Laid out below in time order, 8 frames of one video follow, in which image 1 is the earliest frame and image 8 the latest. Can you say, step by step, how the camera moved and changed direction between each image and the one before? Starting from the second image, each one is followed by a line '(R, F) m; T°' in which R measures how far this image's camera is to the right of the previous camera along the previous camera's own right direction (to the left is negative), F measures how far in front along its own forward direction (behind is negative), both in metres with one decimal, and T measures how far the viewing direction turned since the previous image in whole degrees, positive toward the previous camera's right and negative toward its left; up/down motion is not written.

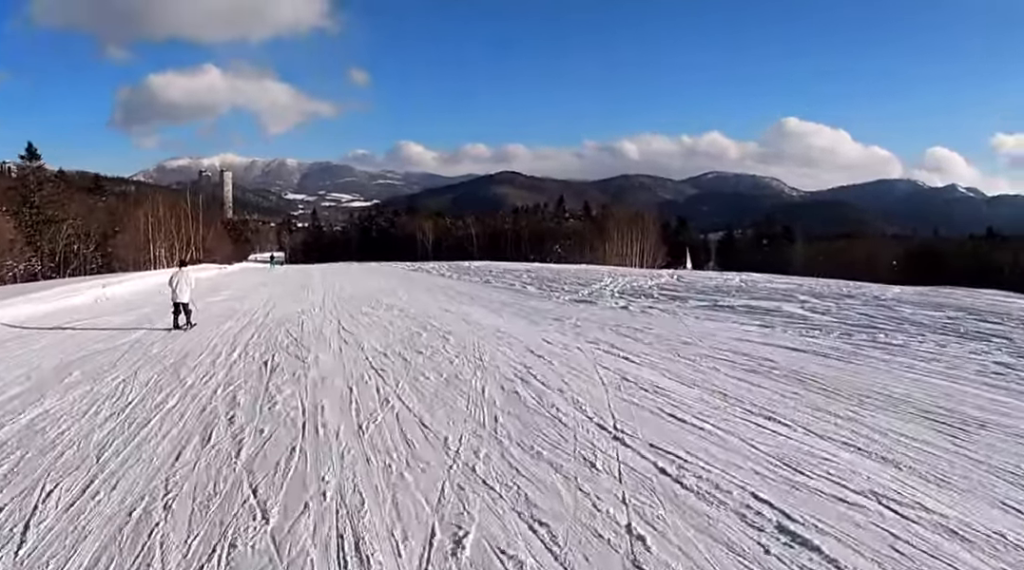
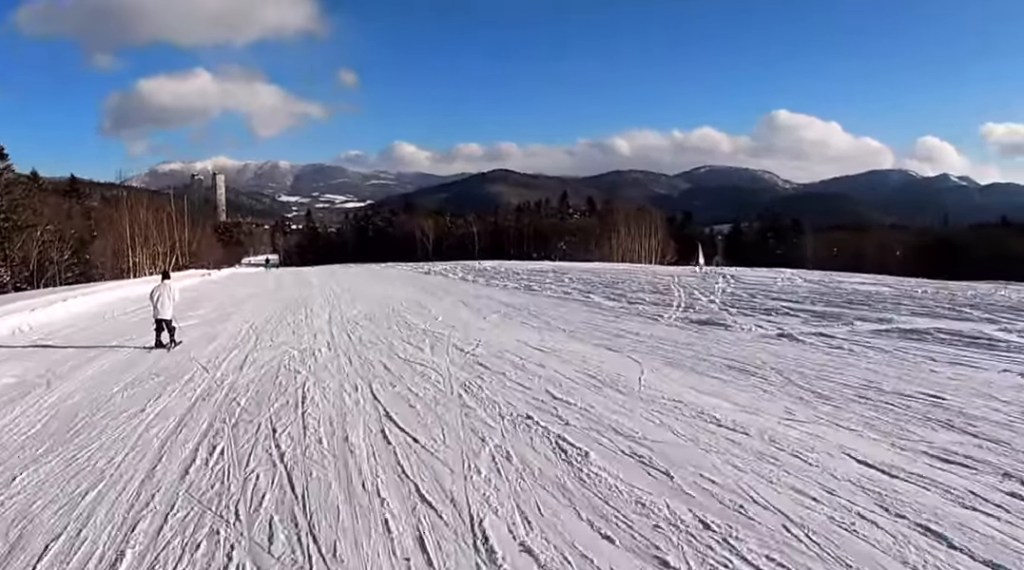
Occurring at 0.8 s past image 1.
(+0.3, +7.3) m; +3°
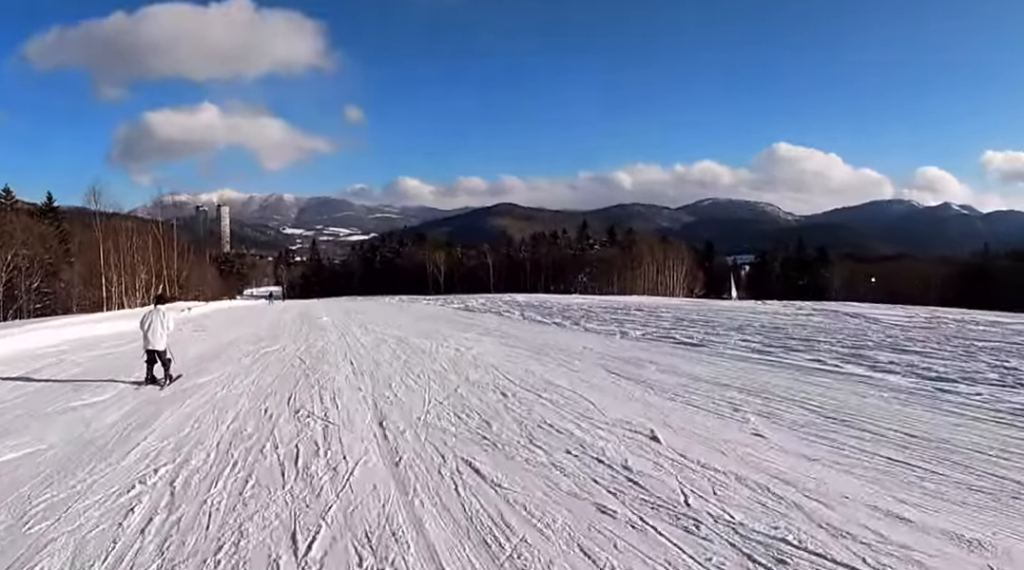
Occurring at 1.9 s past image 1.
(+0.1, +10.9) m; 0°
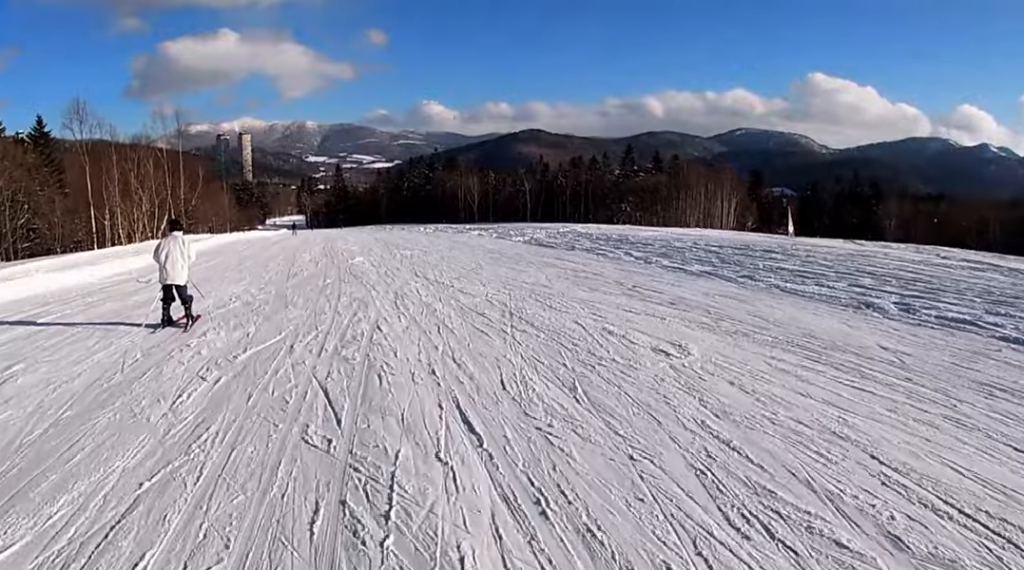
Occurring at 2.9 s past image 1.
(0.0, +8.5) m; 0°
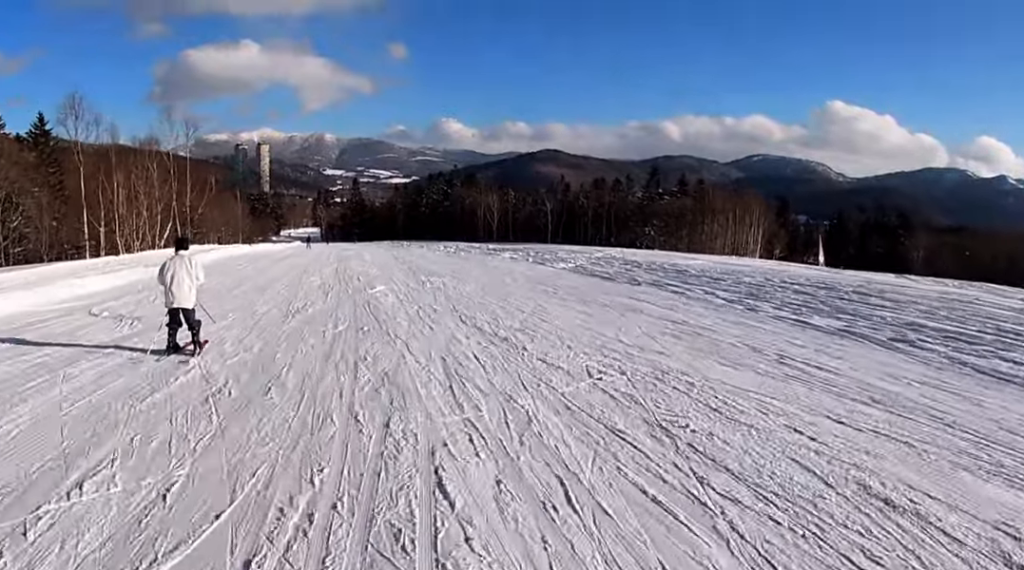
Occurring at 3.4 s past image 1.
(0.0, +4.7) m; 0°
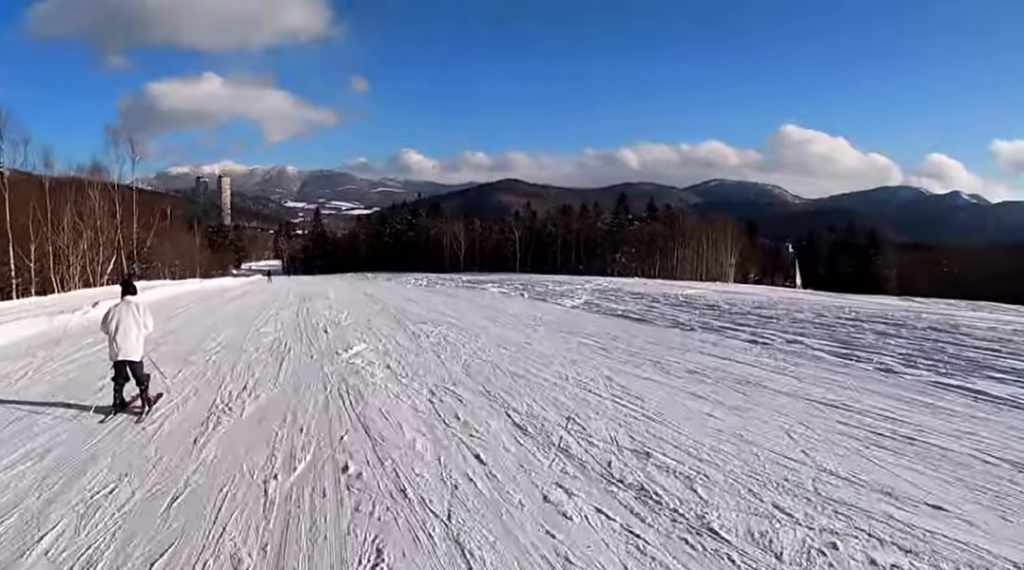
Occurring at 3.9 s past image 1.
(0.0, +5.5) m; -1°
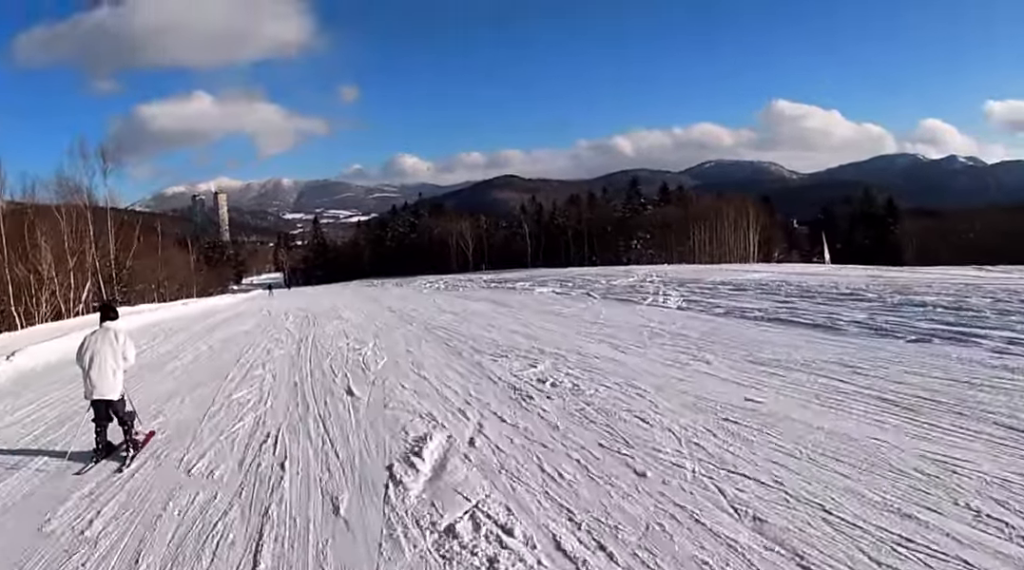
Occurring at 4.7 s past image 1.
(+0.1, +7.0) m; -3°
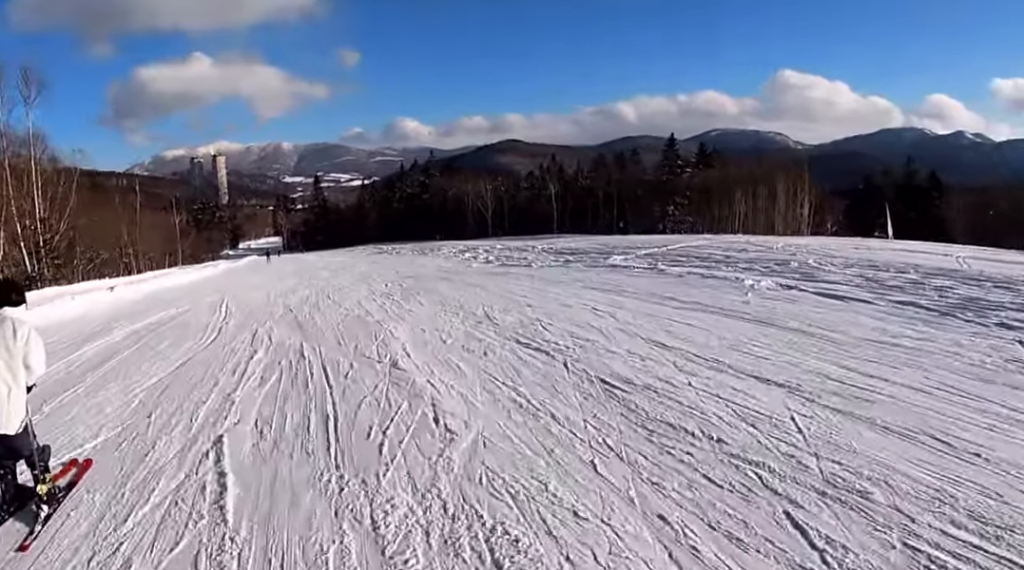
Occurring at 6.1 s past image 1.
(-0.4, +14.0) m; +2°
